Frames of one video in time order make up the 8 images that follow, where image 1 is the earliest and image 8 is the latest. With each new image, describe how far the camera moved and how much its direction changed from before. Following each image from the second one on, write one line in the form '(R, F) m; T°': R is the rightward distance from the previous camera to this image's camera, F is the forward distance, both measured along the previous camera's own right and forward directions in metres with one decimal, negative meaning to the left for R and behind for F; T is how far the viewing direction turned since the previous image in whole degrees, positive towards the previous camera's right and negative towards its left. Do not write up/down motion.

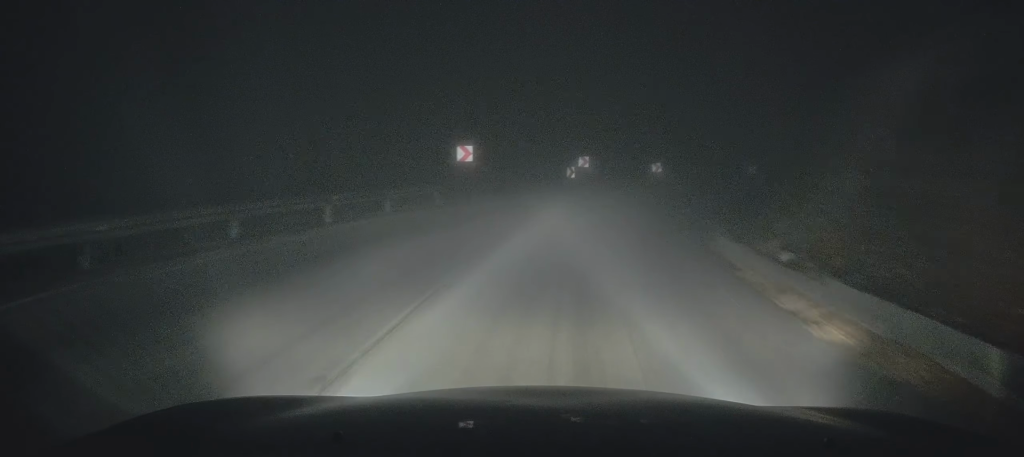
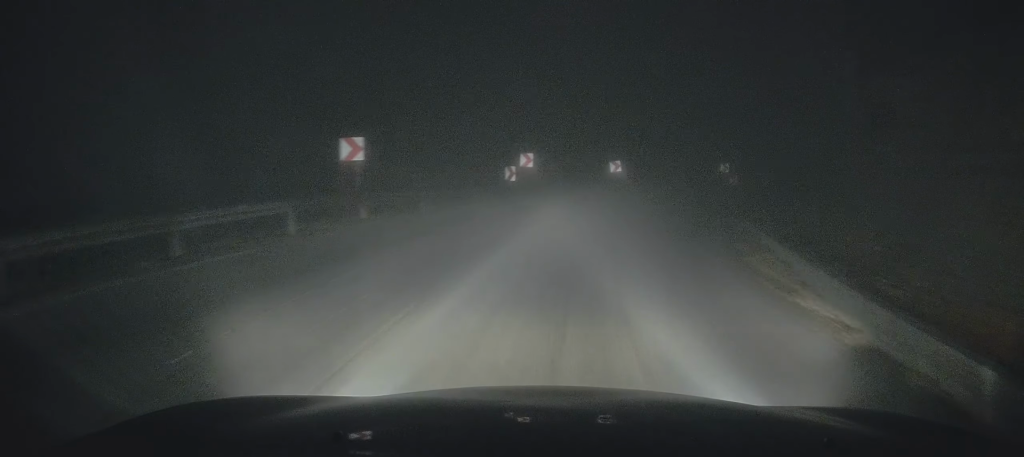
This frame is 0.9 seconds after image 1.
(+0.4, +8.2) m; +7°
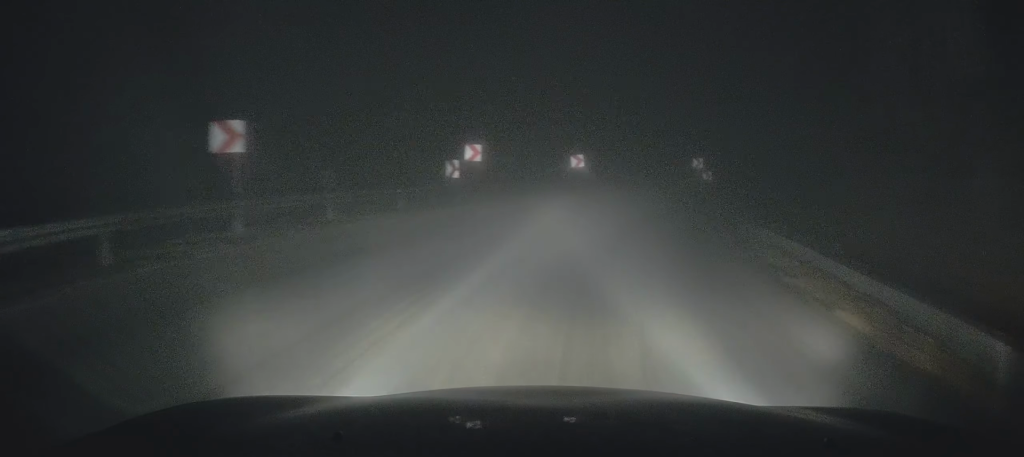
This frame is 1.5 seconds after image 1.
(+0.2, +4.7) m; +5°
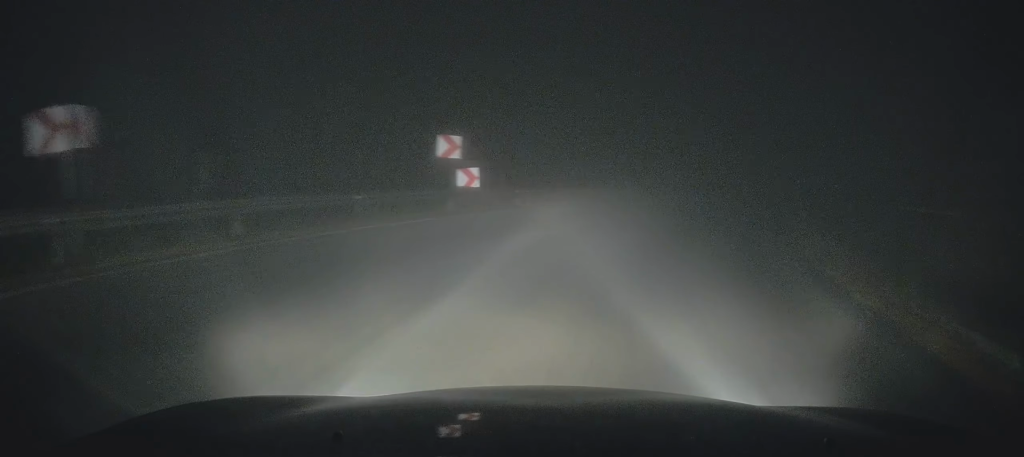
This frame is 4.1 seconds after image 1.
(+4.0, +24.9) m; +21°
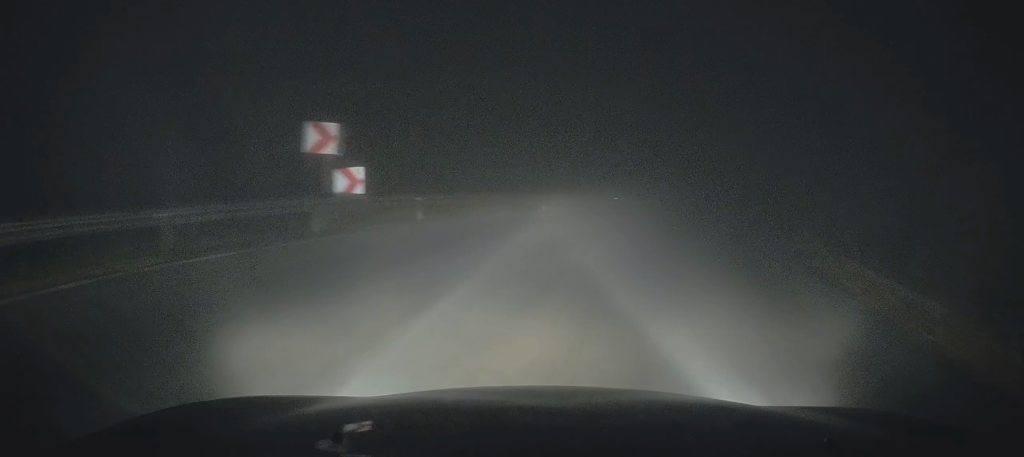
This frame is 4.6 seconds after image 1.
(+0.4, +5.3) m; +7°
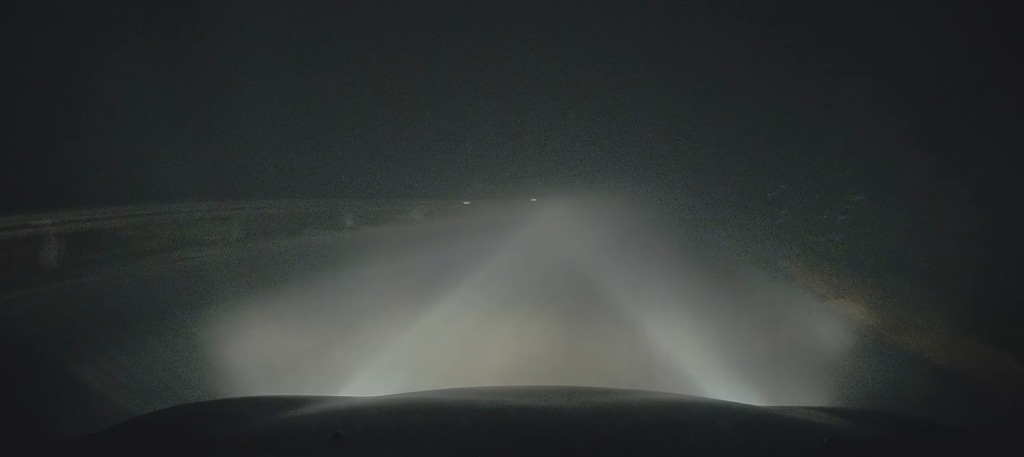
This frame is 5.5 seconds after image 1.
(+1.2, +9.3) m; +13°
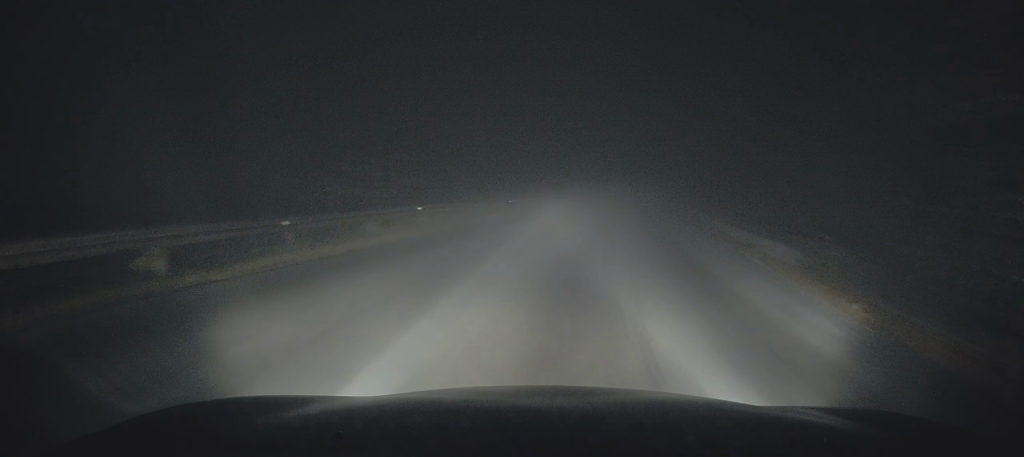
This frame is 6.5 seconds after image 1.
(+0.9, +9.4) m; +11°
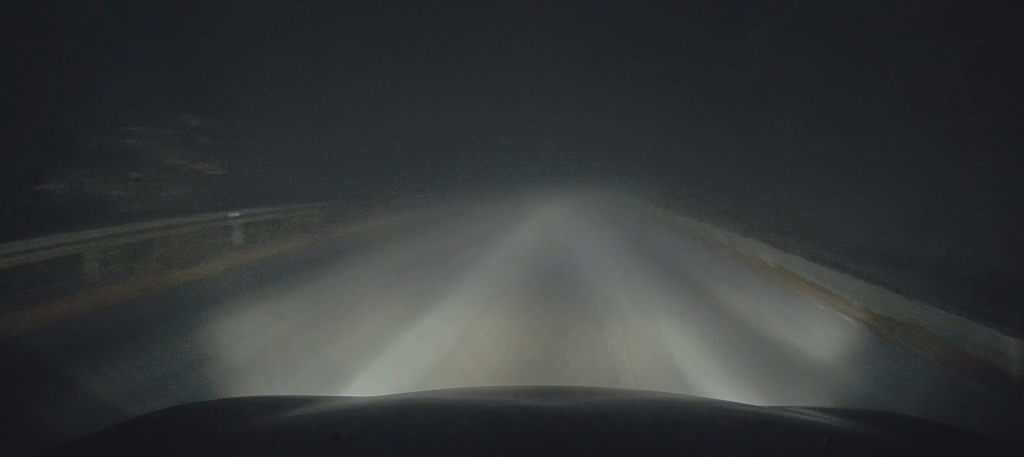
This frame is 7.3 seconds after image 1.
(+0.9, +8.6) m; +6°
